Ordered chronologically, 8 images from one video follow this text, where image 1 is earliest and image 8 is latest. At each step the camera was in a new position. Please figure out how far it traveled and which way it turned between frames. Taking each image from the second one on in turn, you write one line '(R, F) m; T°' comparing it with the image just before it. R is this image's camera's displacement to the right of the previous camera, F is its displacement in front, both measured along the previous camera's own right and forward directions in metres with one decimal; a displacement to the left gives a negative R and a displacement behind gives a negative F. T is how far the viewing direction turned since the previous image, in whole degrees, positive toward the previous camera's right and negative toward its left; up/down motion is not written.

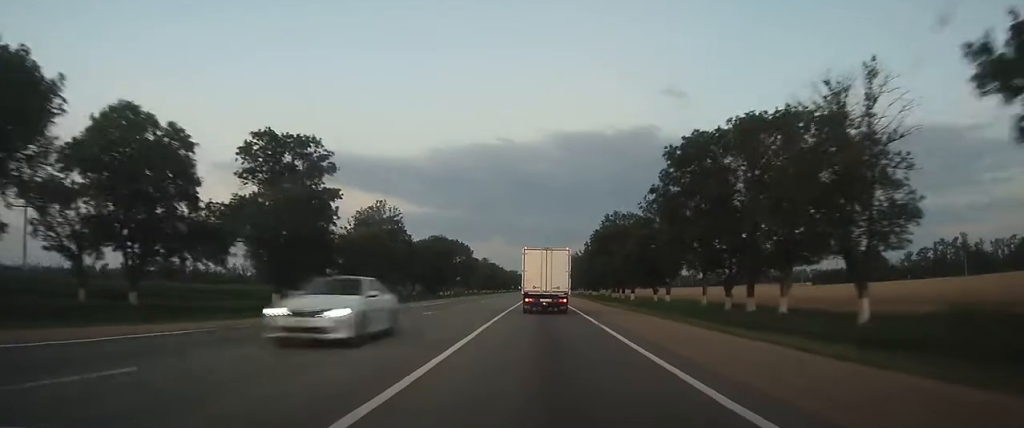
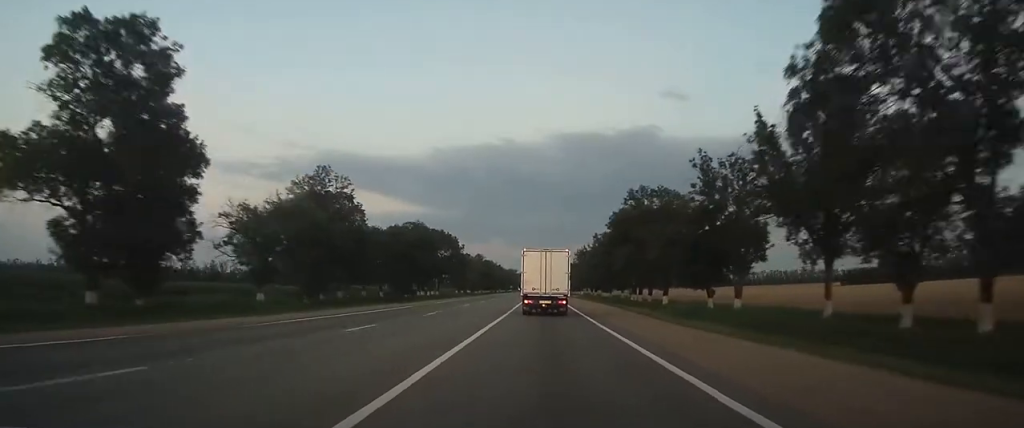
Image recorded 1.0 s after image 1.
(0.0, +24.0) m; 0°
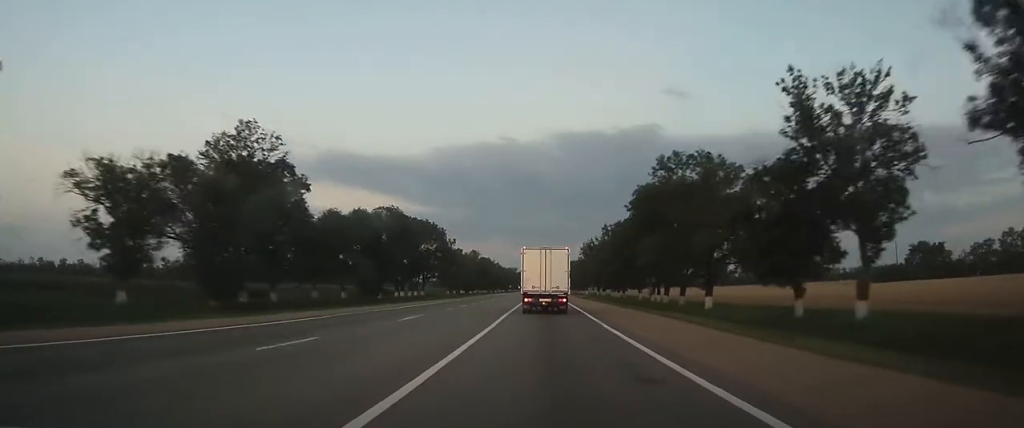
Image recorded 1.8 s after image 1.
(0.0, +17.7) m; 0°
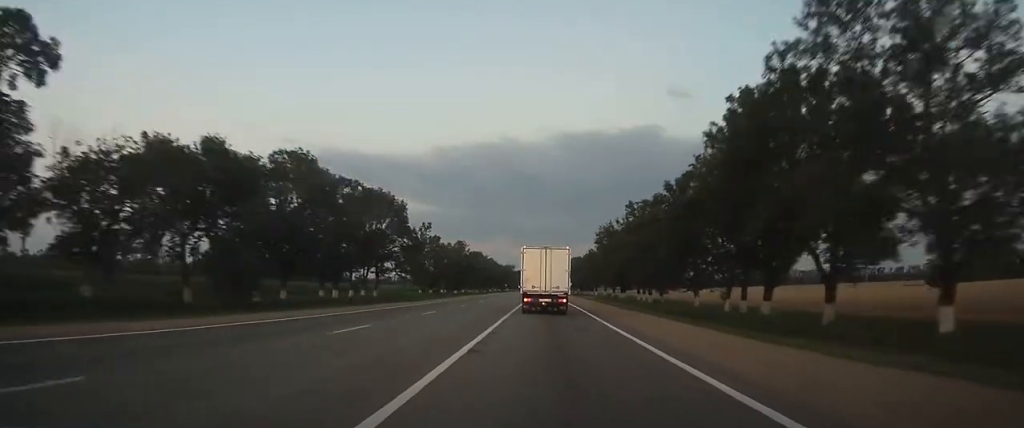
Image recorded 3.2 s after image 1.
(0.0, +32.2) m; 0°
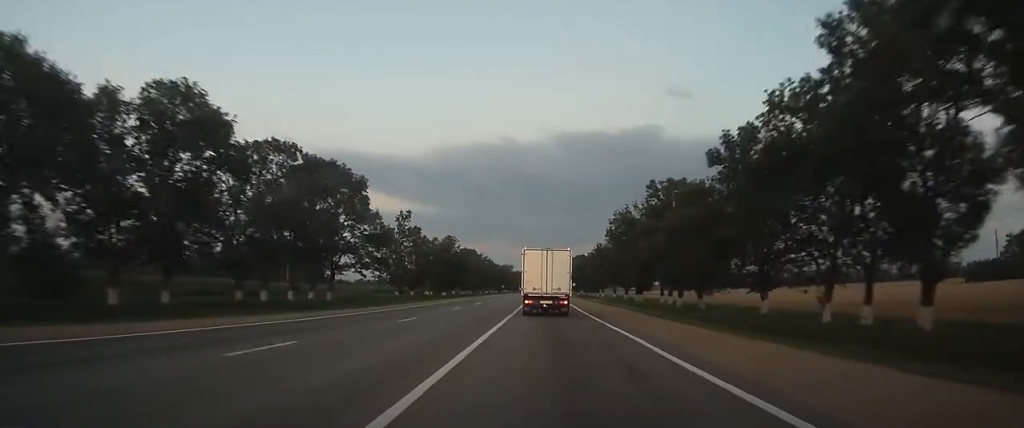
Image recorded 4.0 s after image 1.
(0.0, +17.4) m; 0°
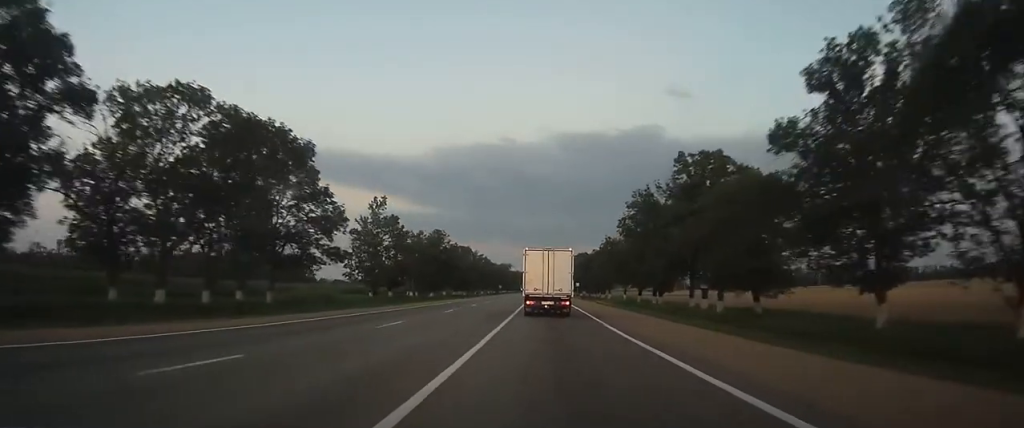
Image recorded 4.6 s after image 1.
(0.0, +14.3) m; 0°
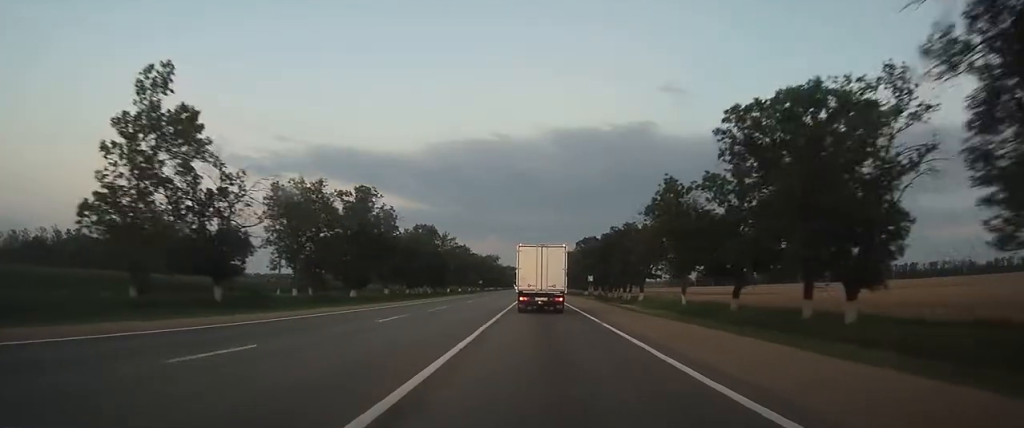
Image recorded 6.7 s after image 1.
(+0.2, +46.4) m; +1°
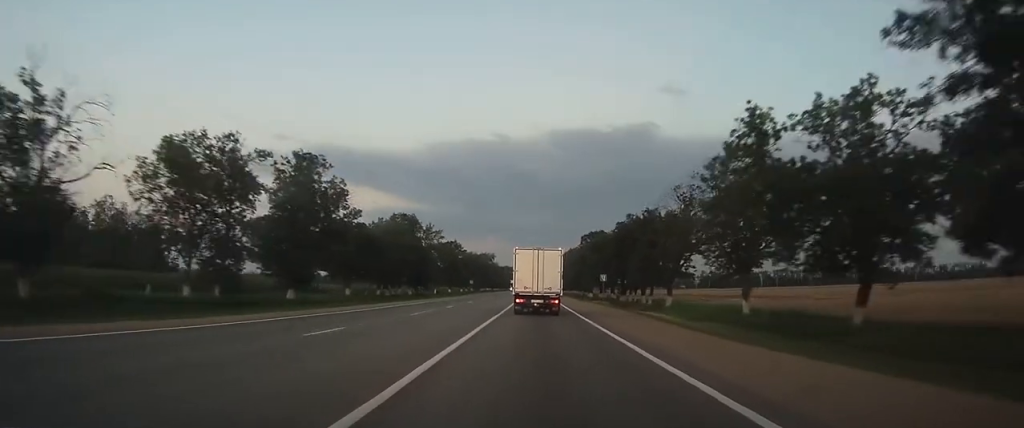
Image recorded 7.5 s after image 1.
(+0.1, +18.0) m; 0°
